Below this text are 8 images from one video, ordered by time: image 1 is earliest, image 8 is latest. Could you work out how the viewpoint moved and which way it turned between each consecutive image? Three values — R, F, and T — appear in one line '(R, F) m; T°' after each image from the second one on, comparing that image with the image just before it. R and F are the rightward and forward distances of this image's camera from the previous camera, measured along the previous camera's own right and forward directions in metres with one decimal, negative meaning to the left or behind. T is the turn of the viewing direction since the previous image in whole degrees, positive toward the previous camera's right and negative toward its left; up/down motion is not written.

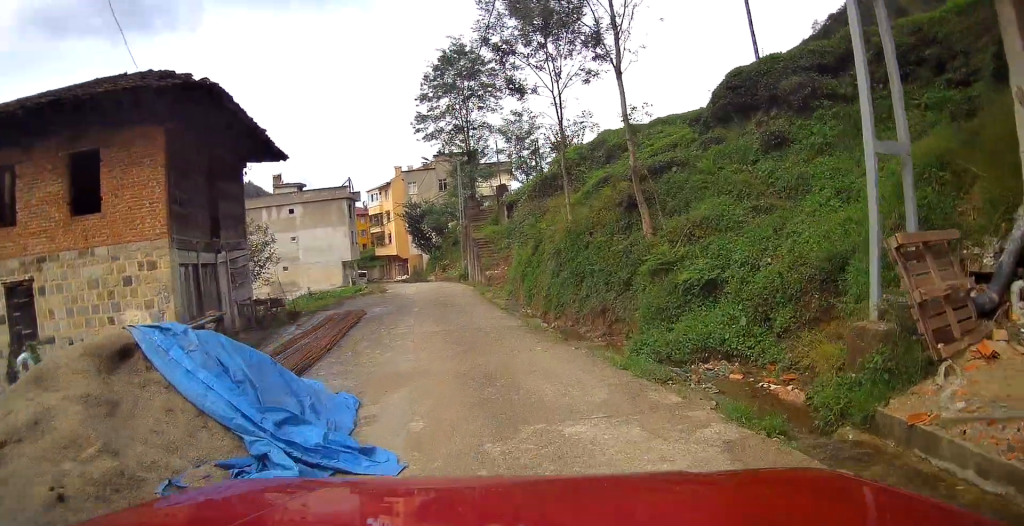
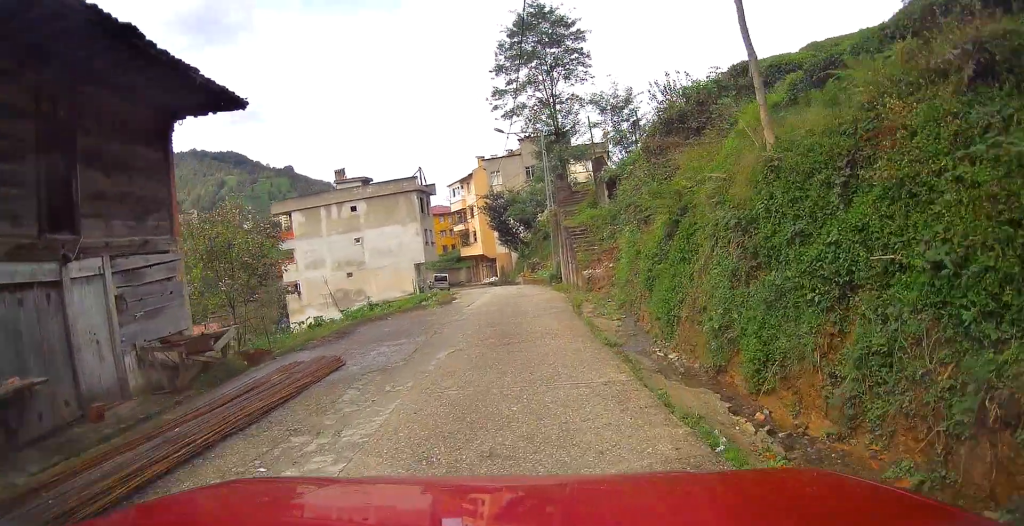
(+1.7, +9.5) m; +8°
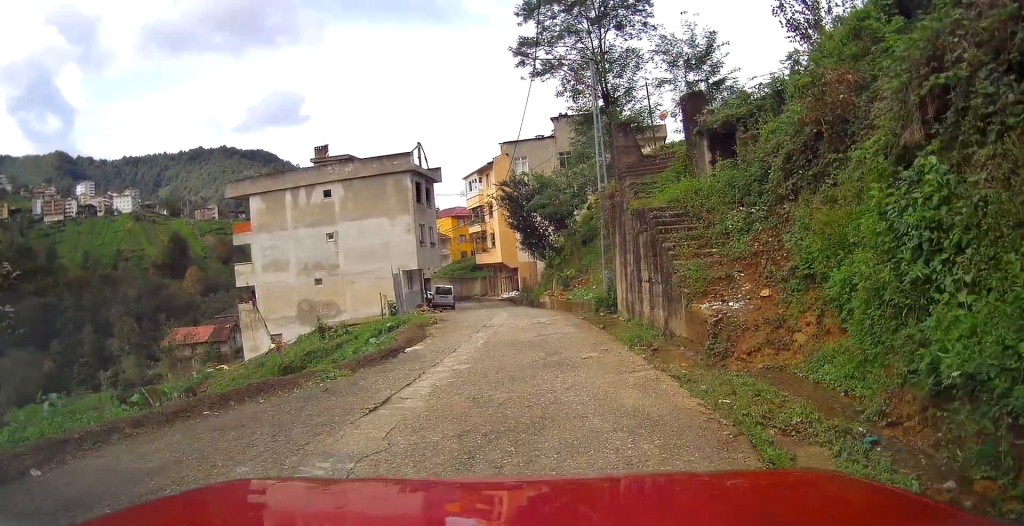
(-1.1, +14.3) m; -9°
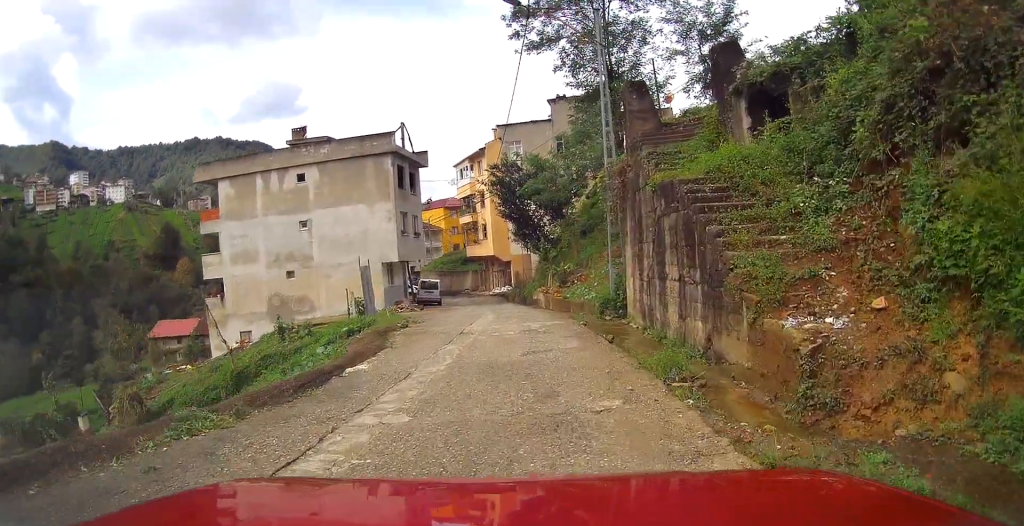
(-0.2, +3.7) m; -1°
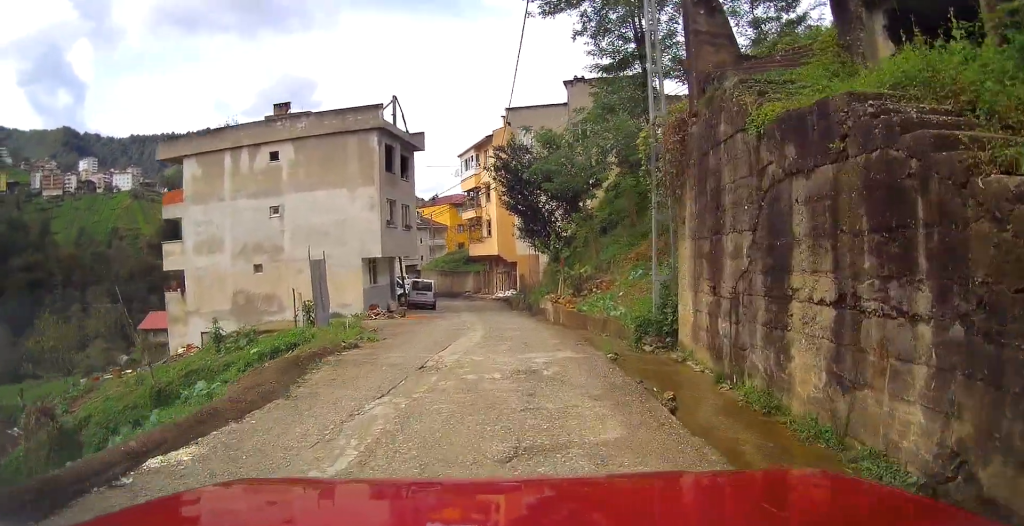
(0.0, +5.4) m; -1°
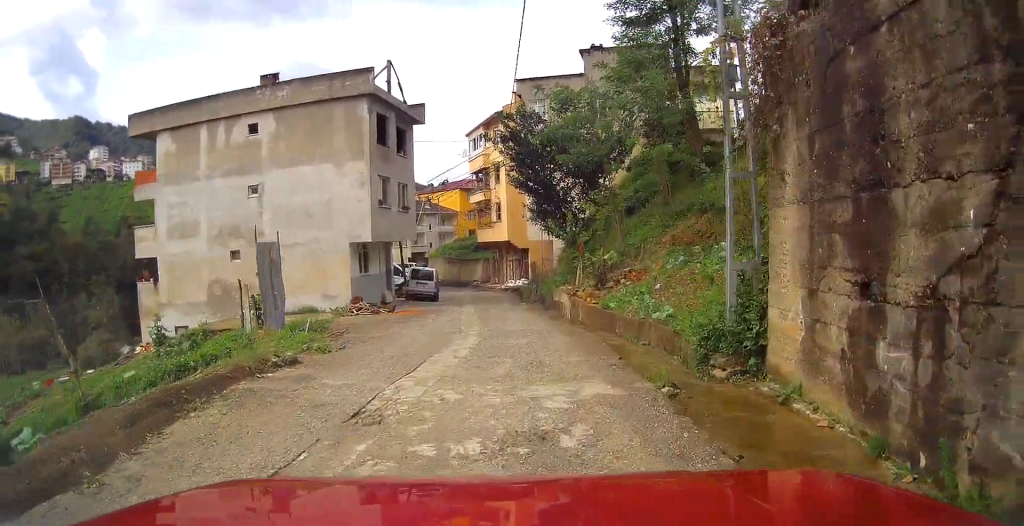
(0.0, +3.8) m; -1°
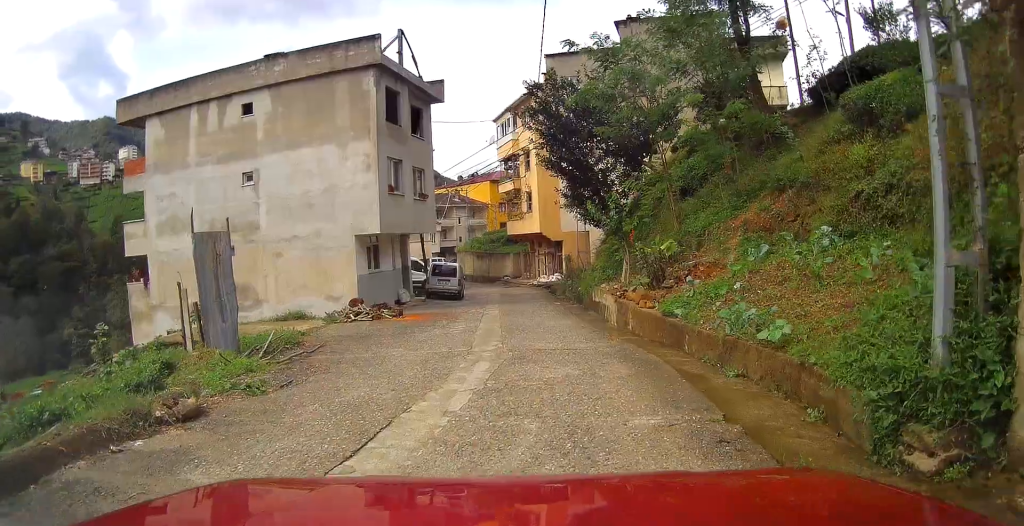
(-0.1, +3.6) m; -1°
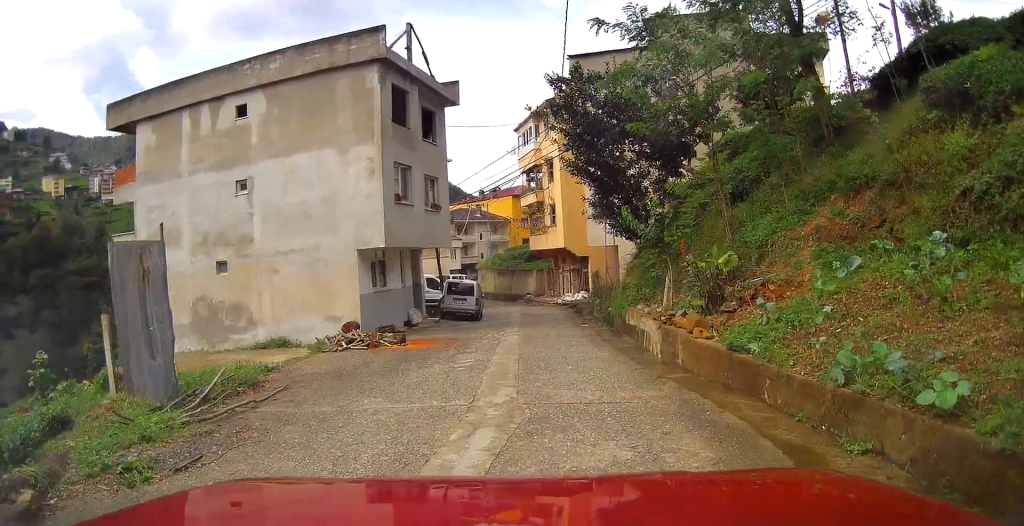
(0.0, +2.6) m; -1°
